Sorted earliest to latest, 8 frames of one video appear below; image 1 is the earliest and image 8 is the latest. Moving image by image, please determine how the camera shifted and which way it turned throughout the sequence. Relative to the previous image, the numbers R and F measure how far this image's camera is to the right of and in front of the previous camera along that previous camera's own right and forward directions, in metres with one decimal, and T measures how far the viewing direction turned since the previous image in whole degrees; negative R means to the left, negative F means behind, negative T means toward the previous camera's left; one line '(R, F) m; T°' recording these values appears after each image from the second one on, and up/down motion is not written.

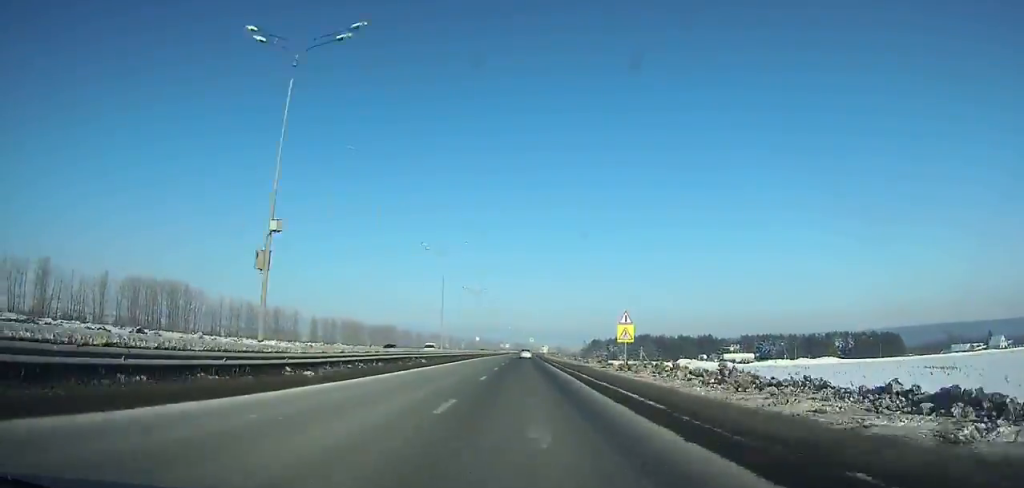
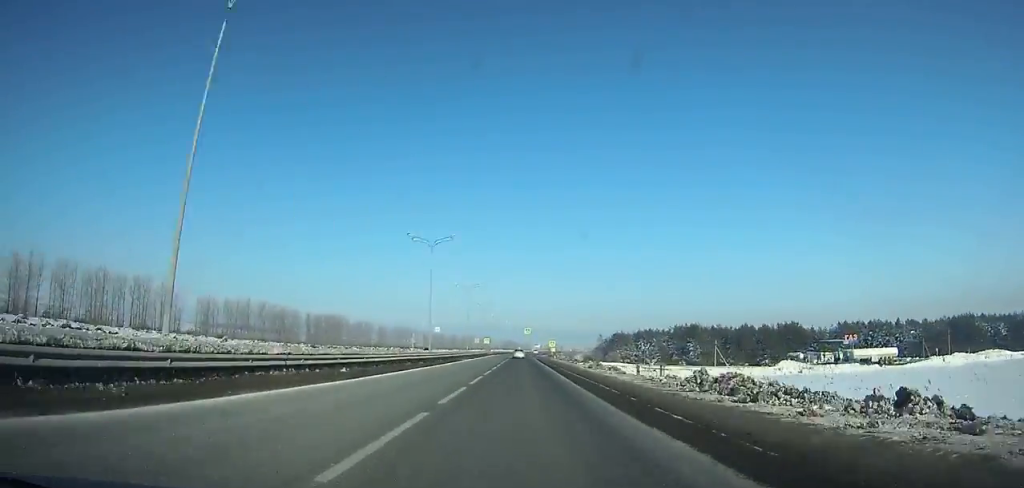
(+0.8, +91.2) m; +1°
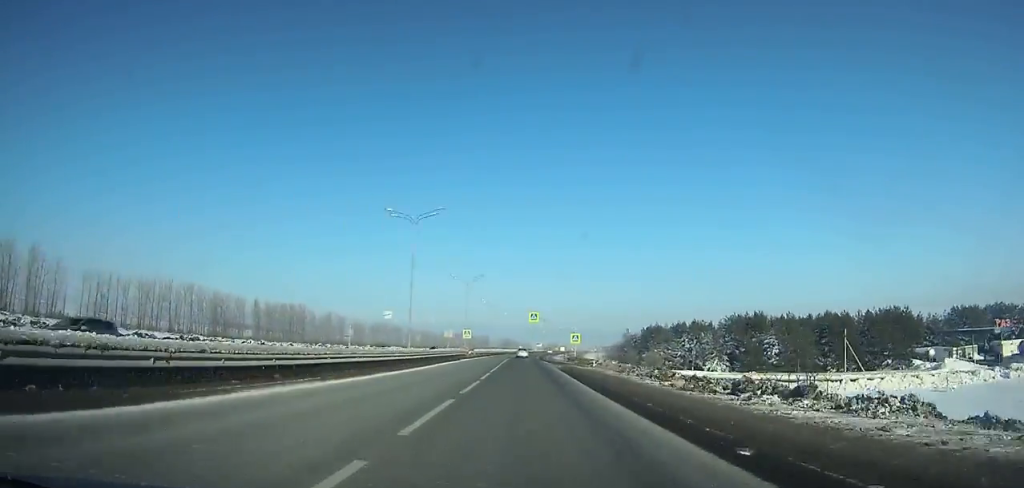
(+0.2, +51.9) m; +1°
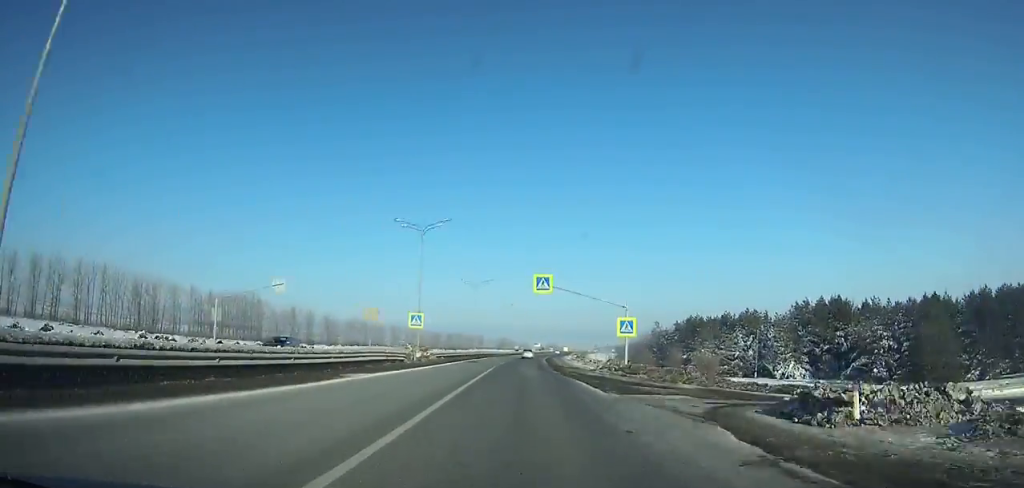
(0.0, +38.8) m; +1°
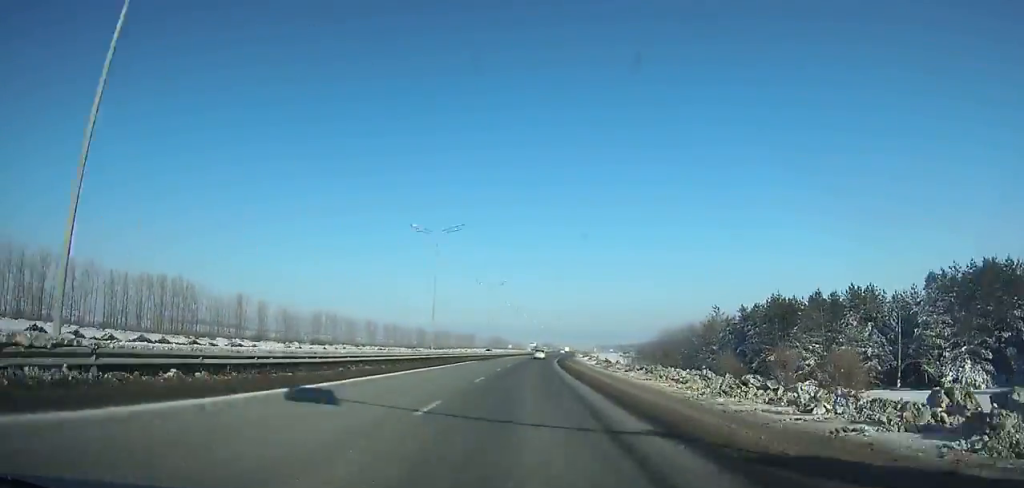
(+0.3, +41.3) m; +1°
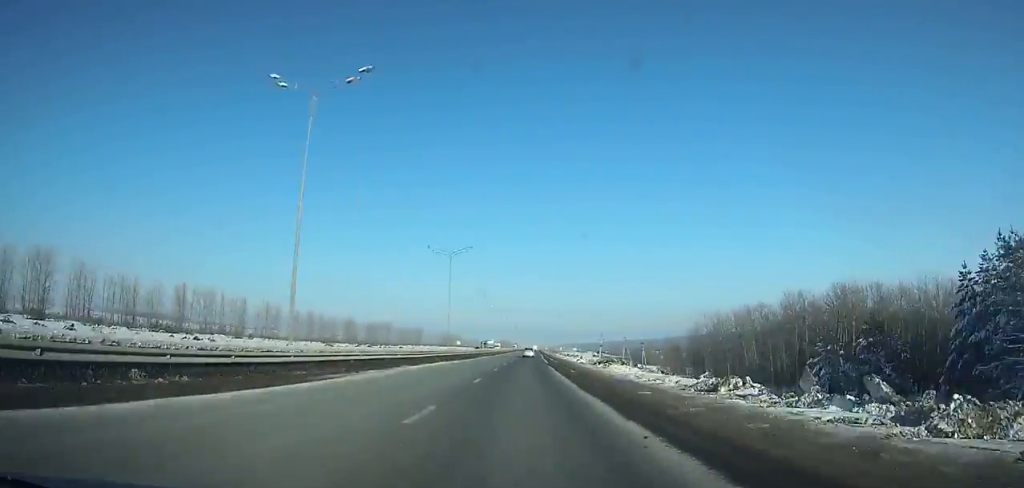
(+1.6, +72.2) m; +2°
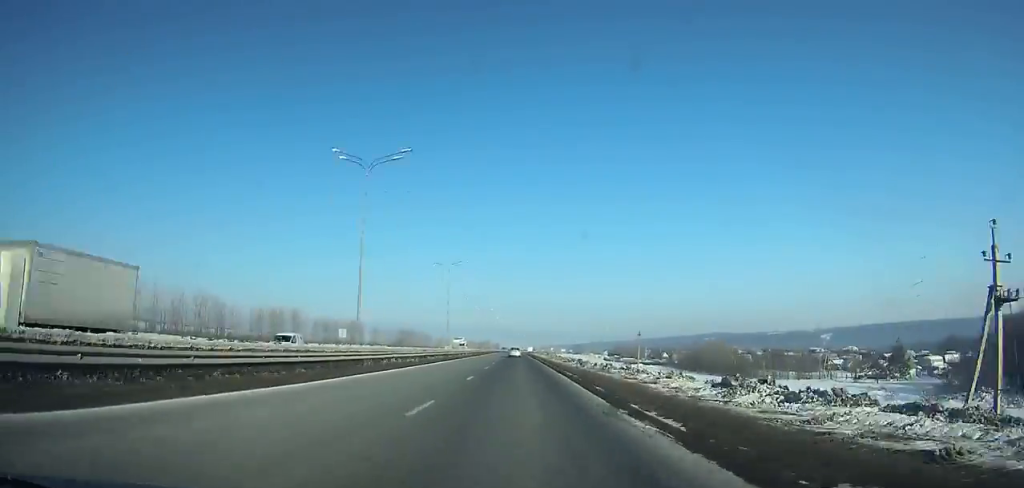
(+2.2, +118.3) m; +1°
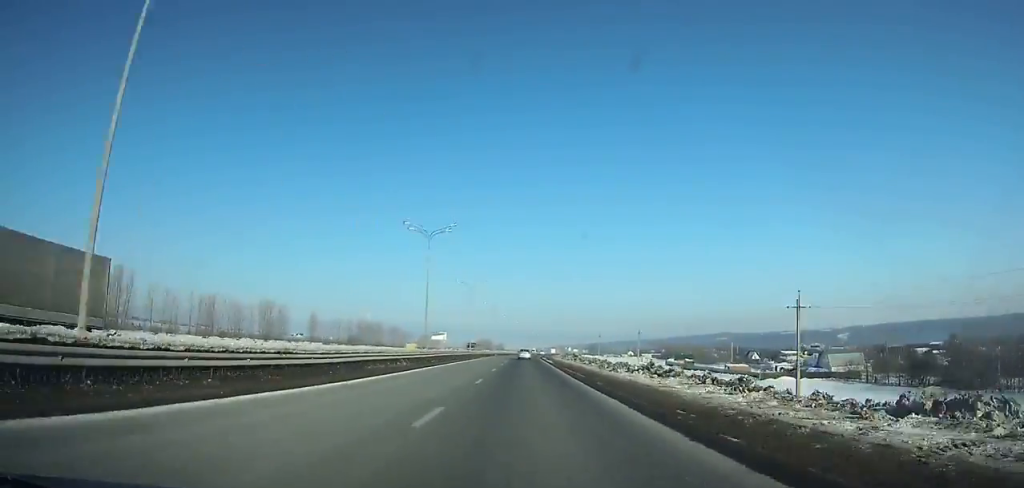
(-0.3, +107.2) m; 0°
